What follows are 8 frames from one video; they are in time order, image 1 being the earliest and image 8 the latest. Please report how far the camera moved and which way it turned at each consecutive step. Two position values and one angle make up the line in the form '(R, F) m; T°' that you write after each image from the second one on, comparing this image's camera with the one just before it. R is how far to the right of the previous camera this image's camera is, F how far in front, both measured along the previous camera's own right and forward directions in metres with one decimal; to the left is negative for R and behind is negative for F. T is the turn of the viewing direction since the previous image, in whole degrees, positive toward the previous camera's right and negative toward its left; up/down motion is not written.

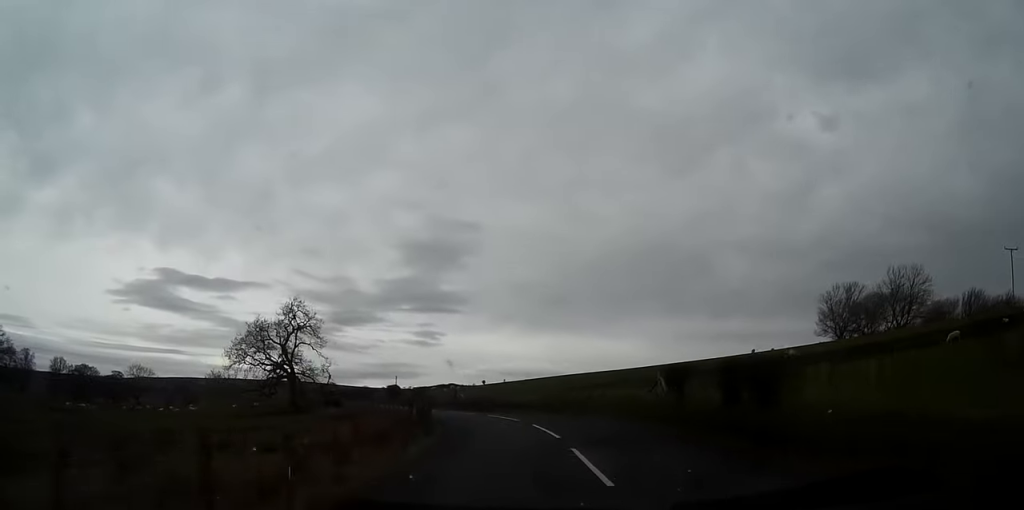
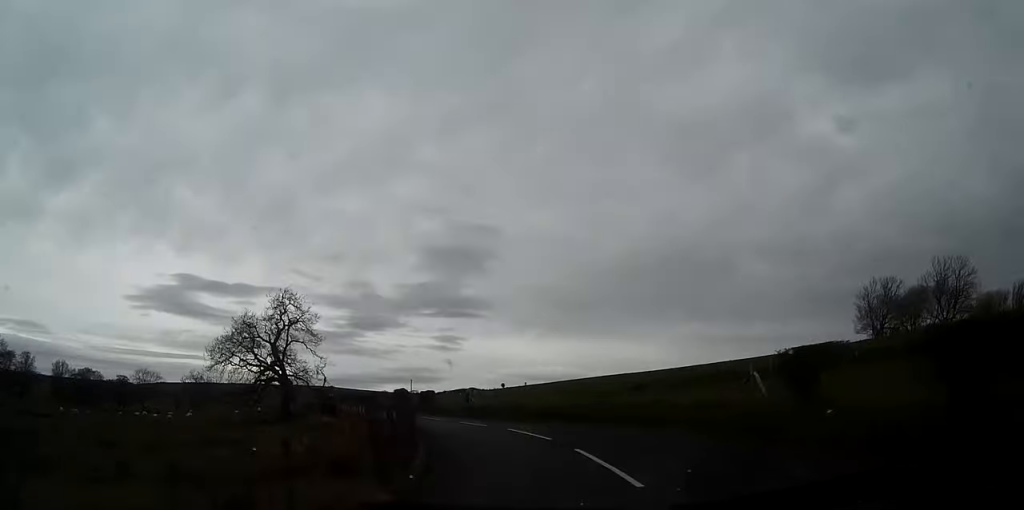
(0.0, +9.3) m; -2°
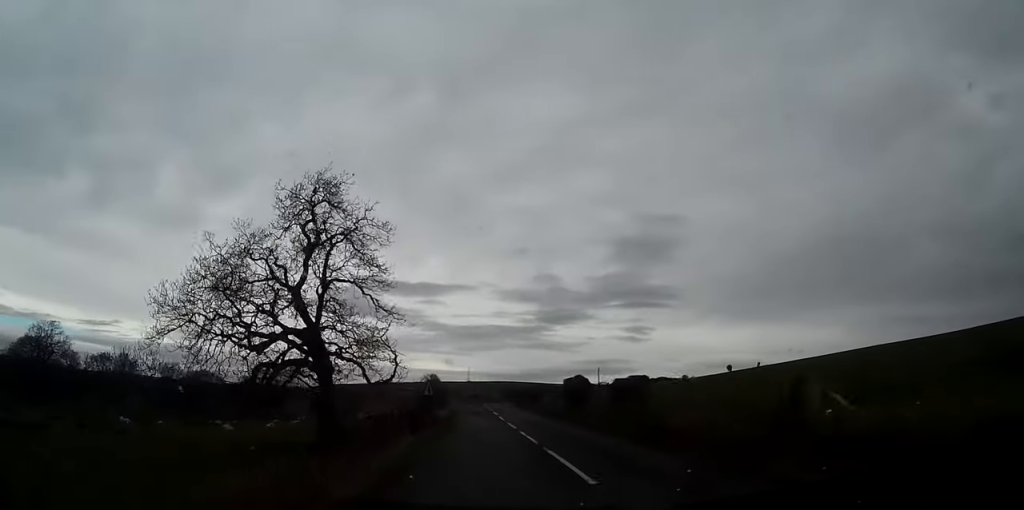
(-2.8, +34.8) m; -10°
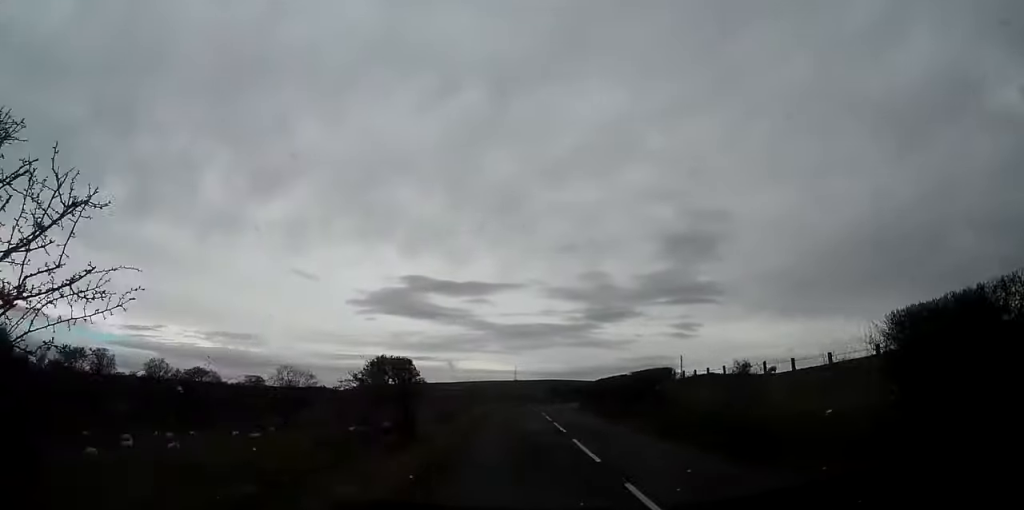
(-2.0, +33.2) m; -4°
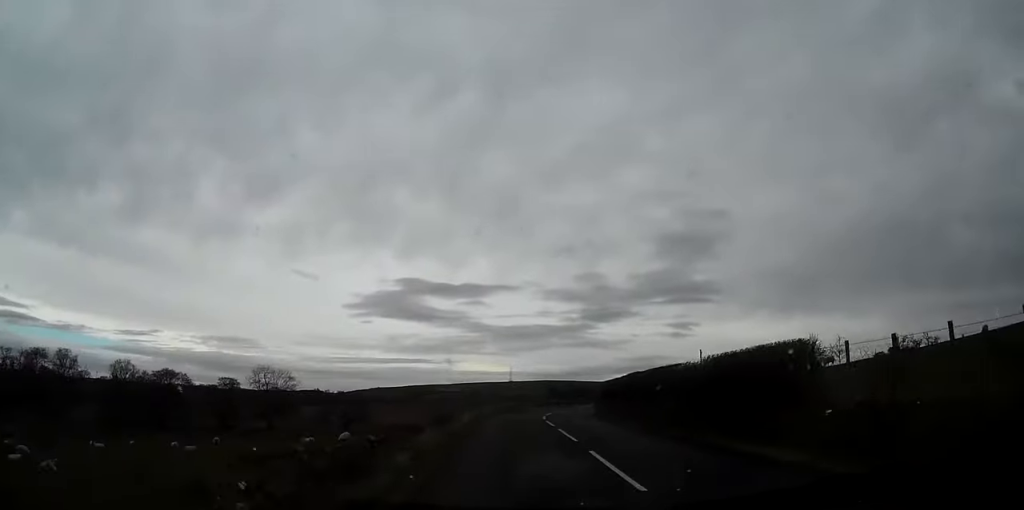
(-0.1, +14.1) m; 0°
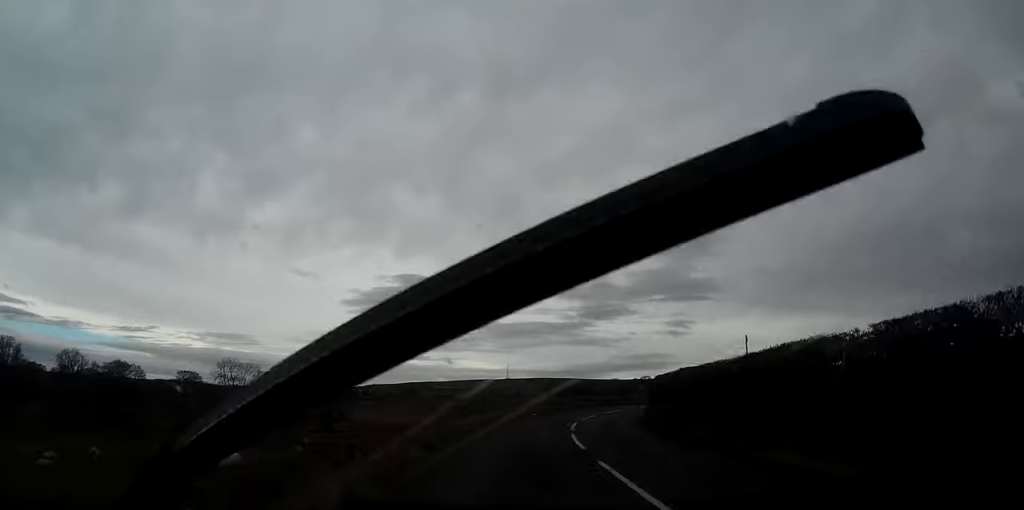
(0.0, +20.0) m; +1°
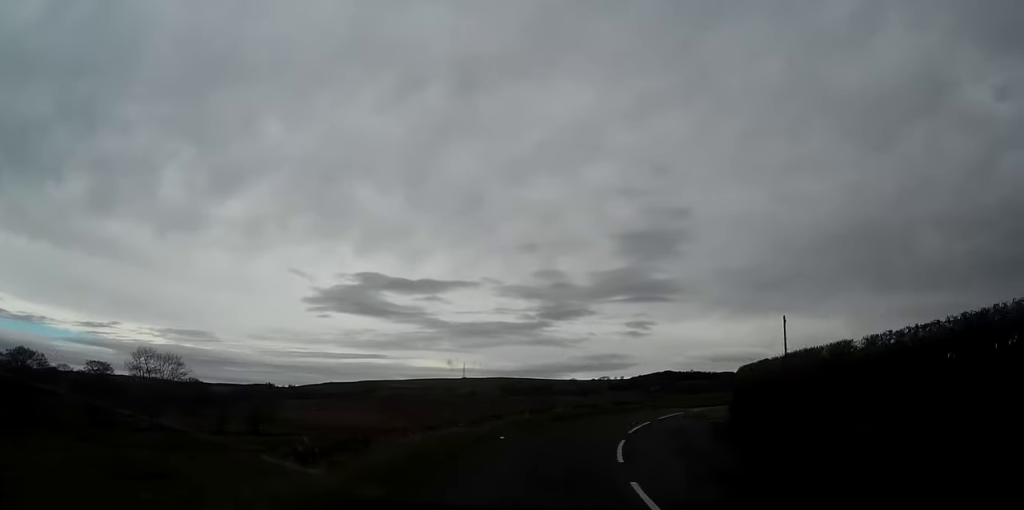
(+0.2, +21.1) m; +4°
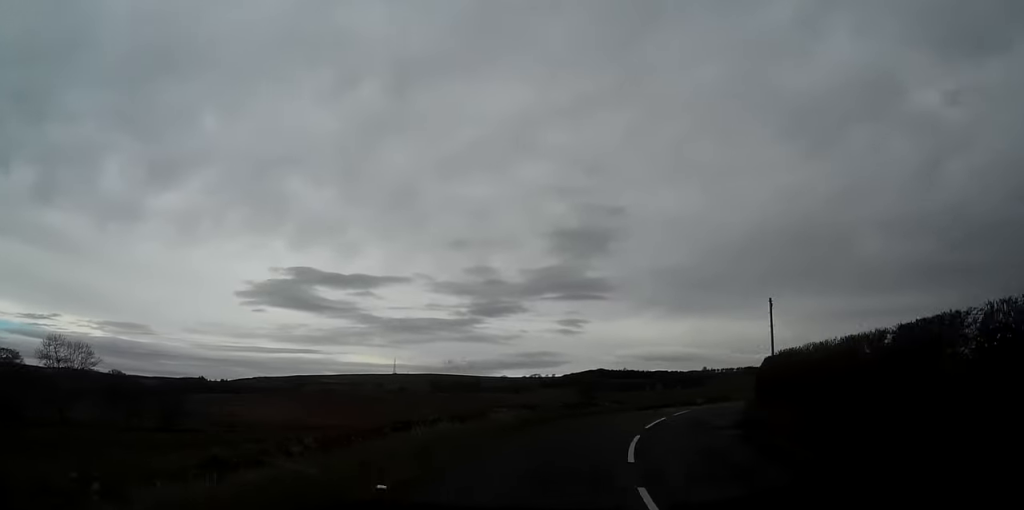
(+0.2, +10.4) m; +4°
